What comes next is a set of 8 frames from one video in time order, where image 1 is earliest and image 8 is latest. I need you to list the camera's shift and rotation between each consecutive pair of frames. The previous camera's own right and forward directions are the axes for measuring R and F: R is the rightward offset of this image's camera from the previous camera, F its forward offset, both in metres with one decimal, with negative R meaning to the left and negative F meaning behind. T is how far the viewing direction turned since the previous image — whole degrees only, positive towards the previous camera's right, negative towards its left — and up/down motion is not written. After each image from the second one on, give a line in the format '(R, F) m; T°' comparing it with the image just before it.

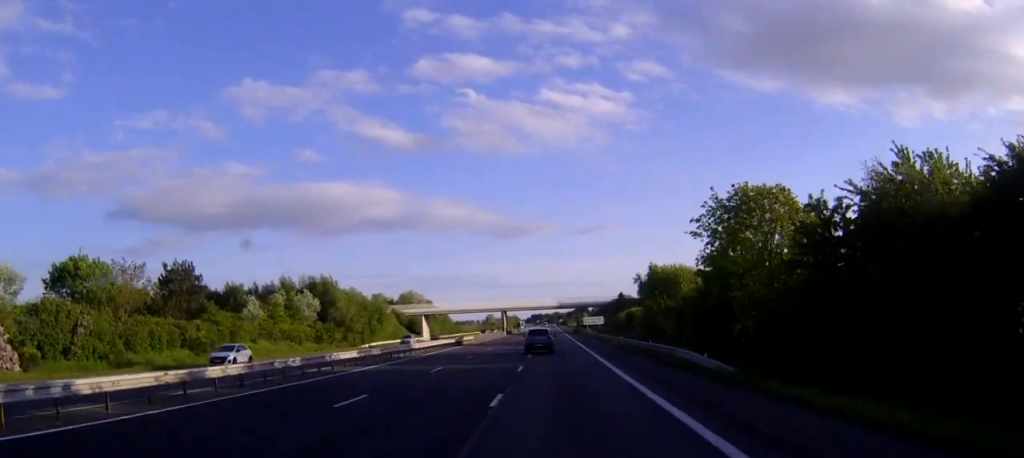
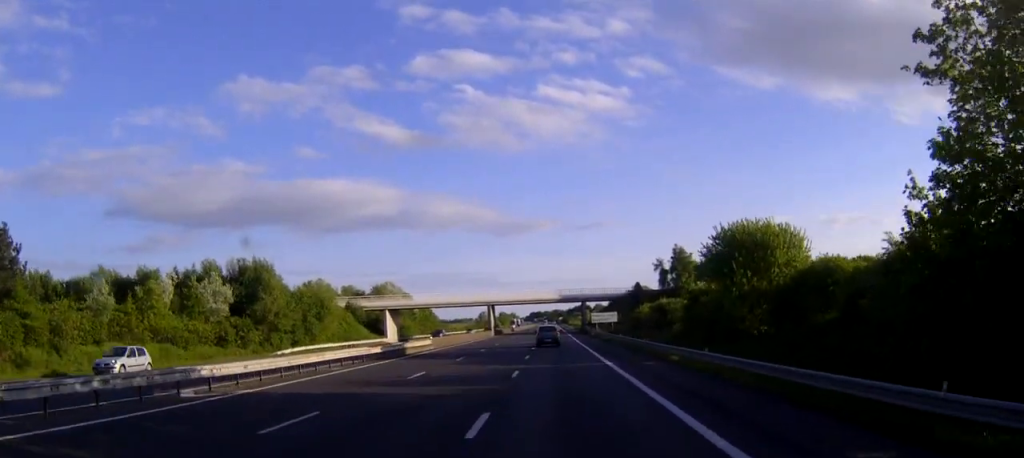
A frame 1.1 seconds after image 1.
(0.0, +30.6) m; 0°
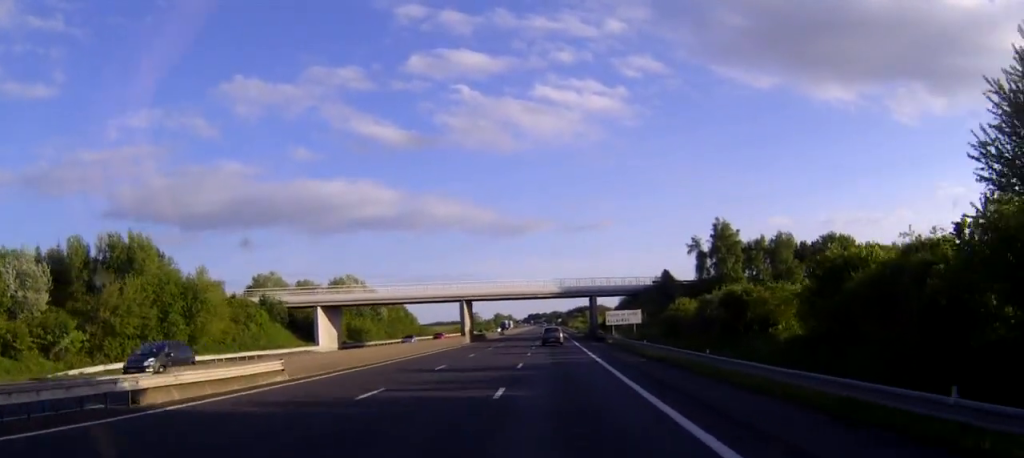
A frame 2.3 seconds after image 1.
(0.0, +32.4) m; 0°
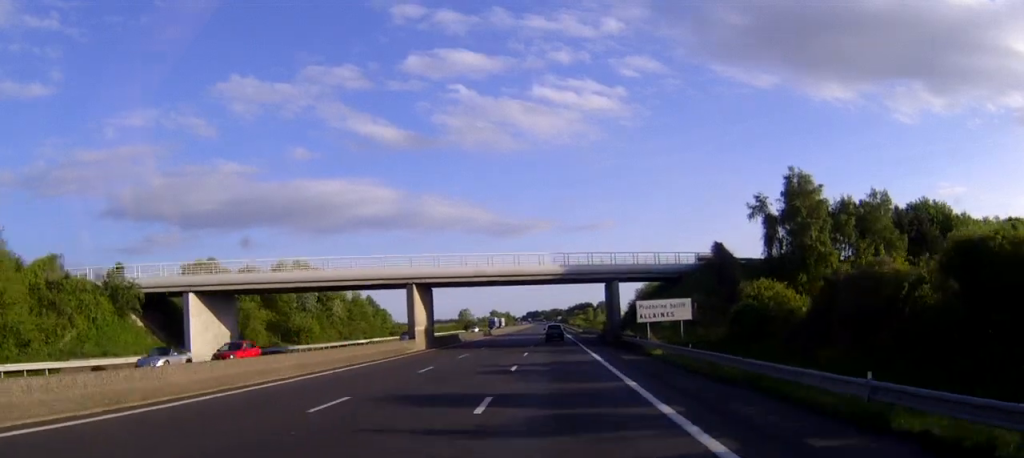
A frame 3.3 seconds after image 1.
(0.0, +29.5) m; 0°
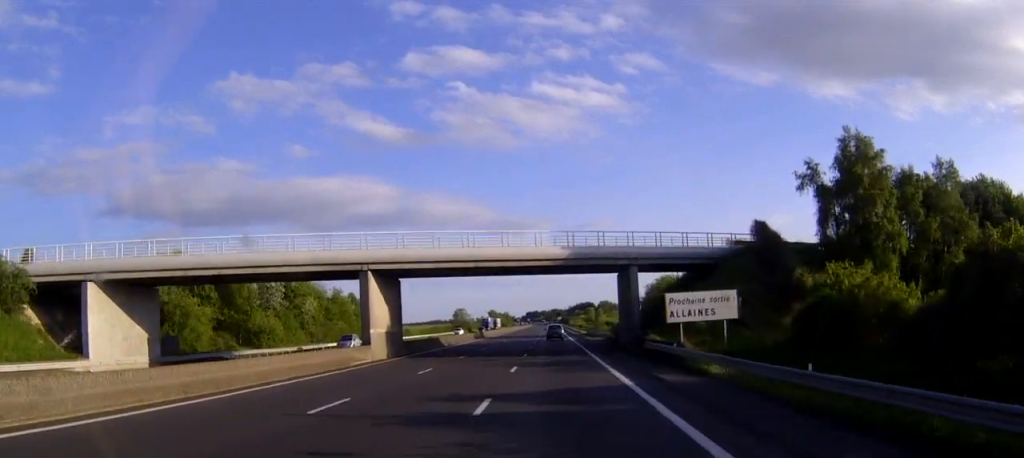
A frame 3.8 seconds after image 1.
(0.0, +12.9) m; 0°
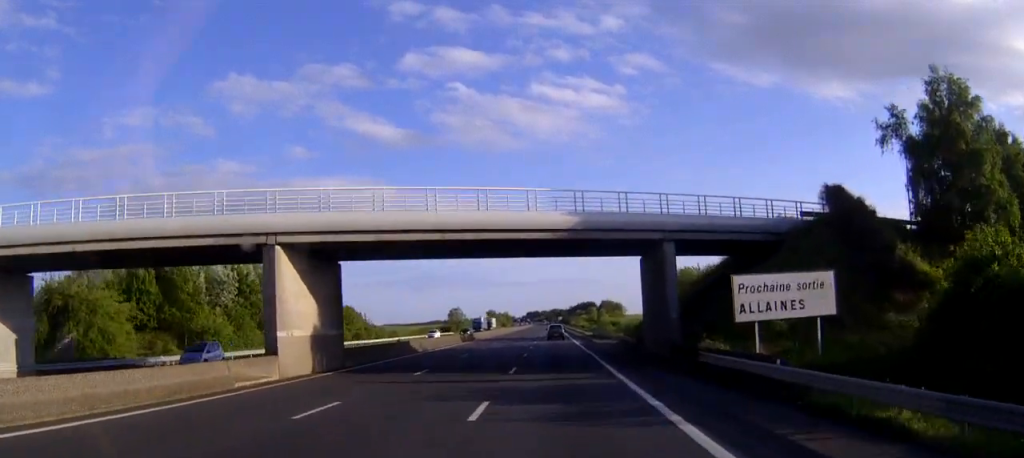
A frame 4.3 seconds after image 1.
(0.0, +13.8) m; 0°
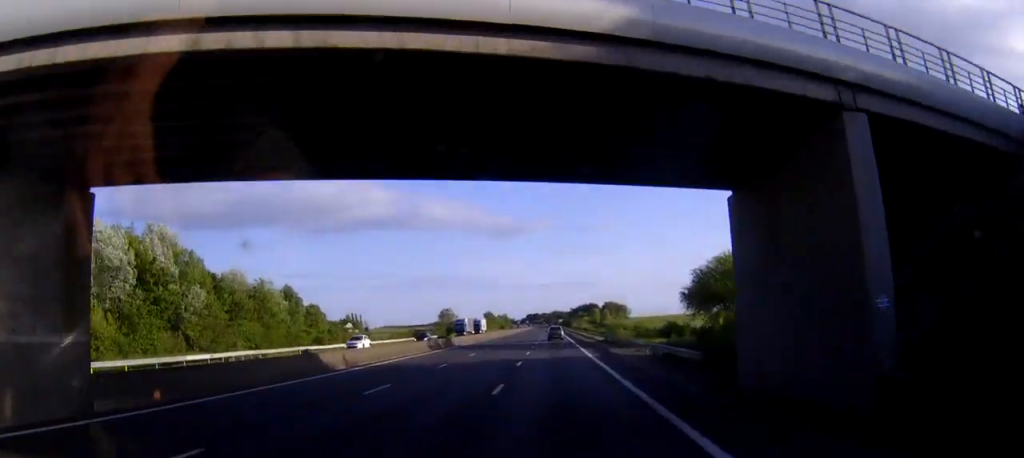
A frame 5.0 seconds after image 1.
(0.0, +20.3) m; 0°
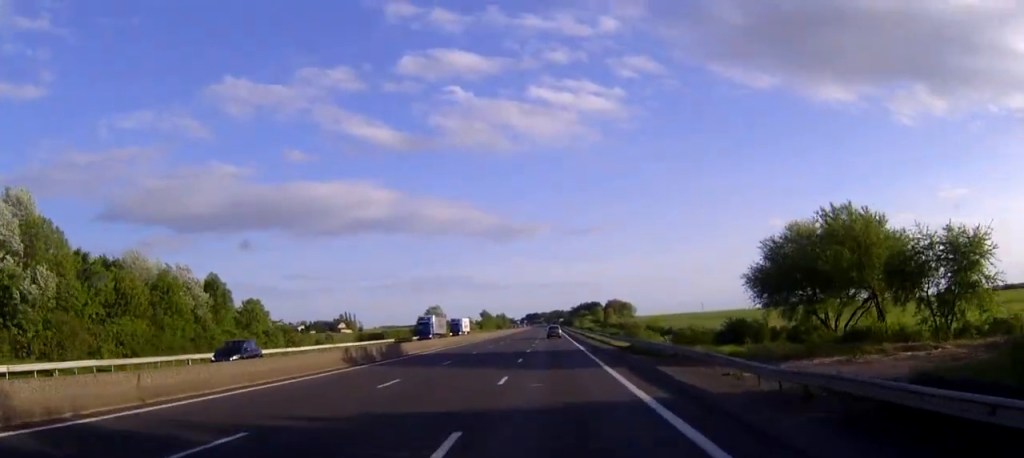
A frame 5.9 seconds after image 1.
(0.0, +24.1) m; 0°
